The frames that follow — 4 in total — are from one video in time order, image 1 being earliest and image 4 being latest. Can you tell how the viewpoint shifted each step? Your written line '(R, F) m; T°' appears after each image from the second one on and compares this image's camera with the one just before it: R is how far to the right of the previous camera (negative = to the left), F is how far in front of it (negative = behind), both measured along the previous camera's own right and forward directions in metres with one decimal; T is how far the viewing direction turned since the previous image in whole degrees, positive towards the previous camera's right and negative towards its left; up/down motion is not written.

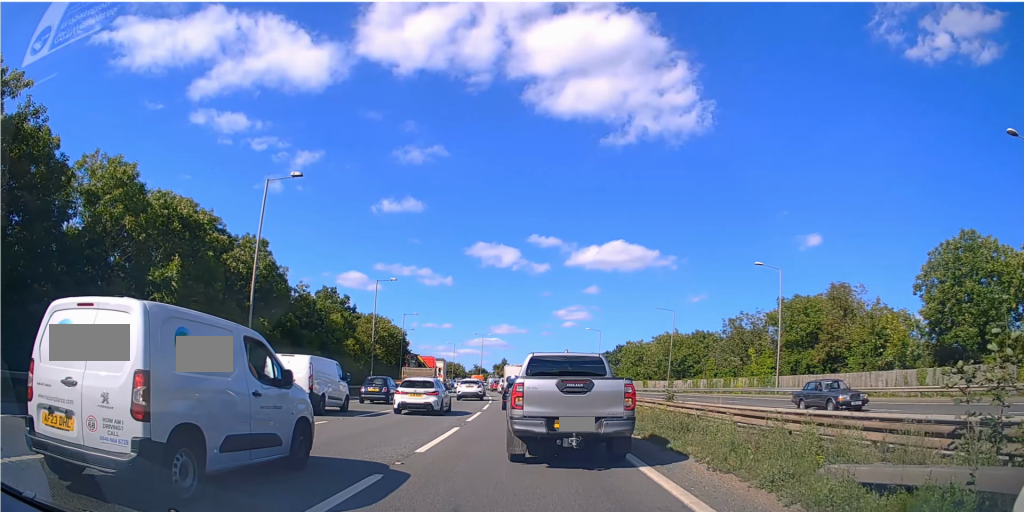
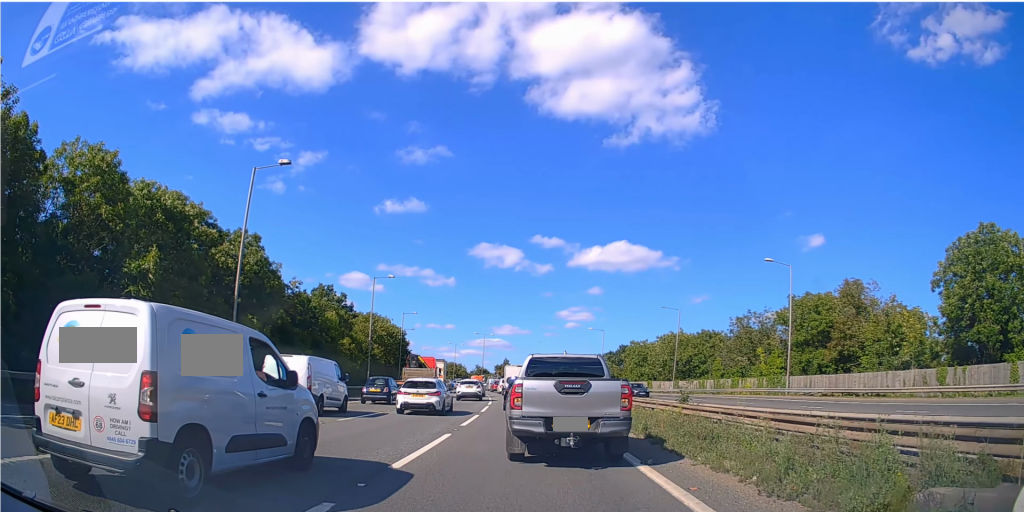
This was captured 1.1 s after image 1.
(0.0, +1.9) m; 0°
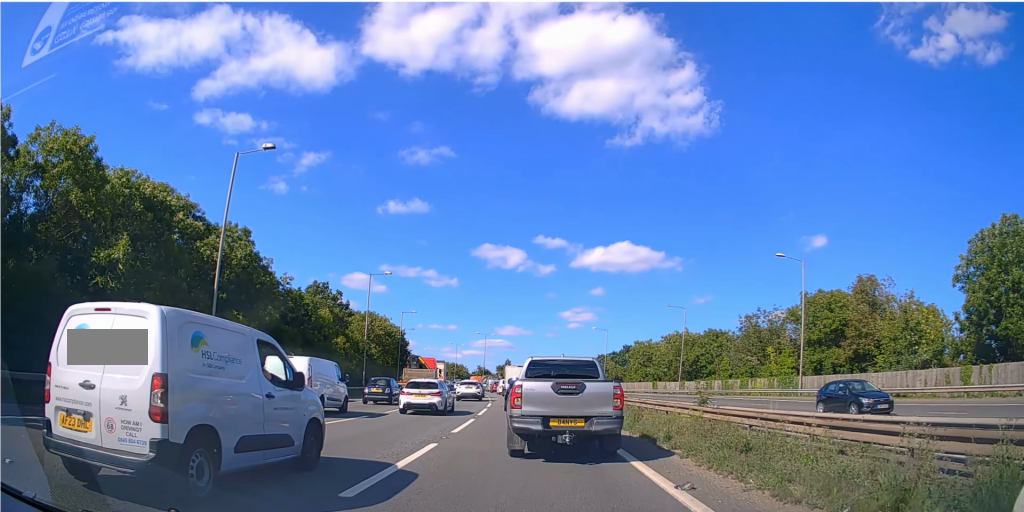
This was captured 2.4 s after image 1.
(0.0, +2.0) m; 0°
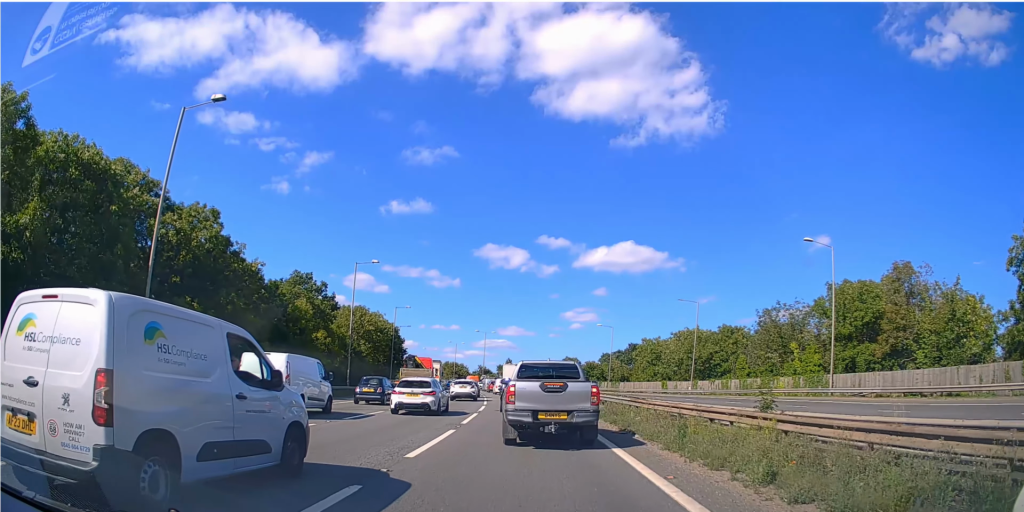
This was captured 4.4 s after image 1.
(0.0, +3.6) m; -1°
